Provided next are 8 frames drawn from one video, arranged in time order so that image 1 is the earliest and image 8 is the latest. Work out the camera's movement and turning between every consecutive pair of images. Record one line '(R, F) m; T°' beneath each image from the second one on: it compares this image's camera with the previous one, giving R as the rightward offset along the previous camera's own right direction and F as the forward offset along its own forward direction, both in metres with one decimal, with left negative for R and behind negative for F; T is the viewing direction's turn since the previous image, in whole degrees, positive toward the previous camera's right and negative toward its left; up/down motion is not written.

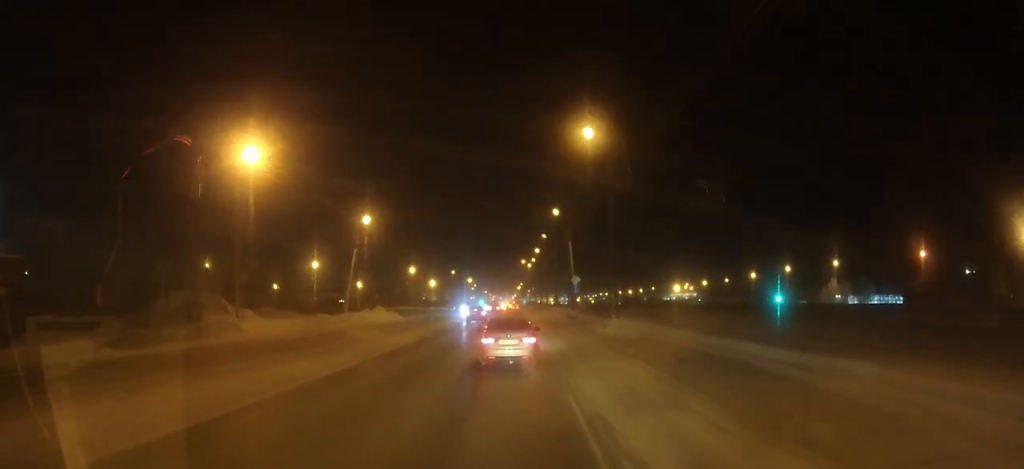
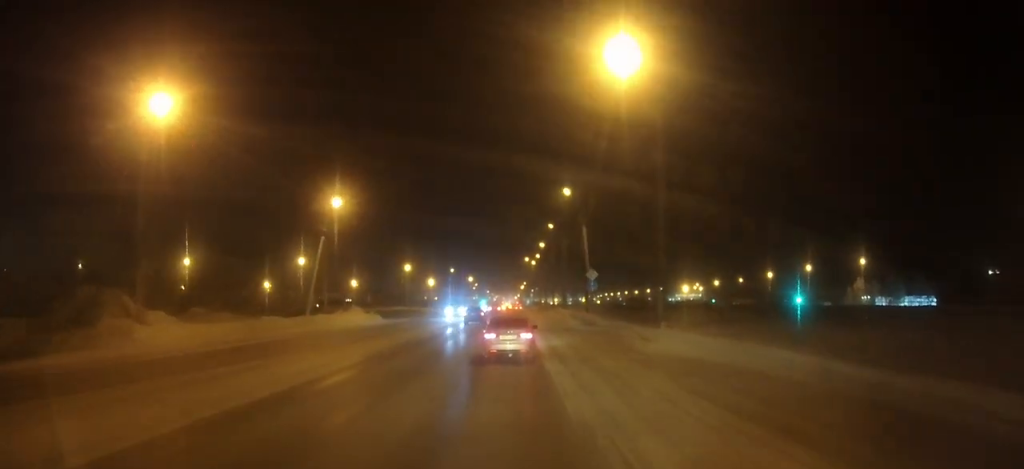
(-0.1, +11.3) m; -1°
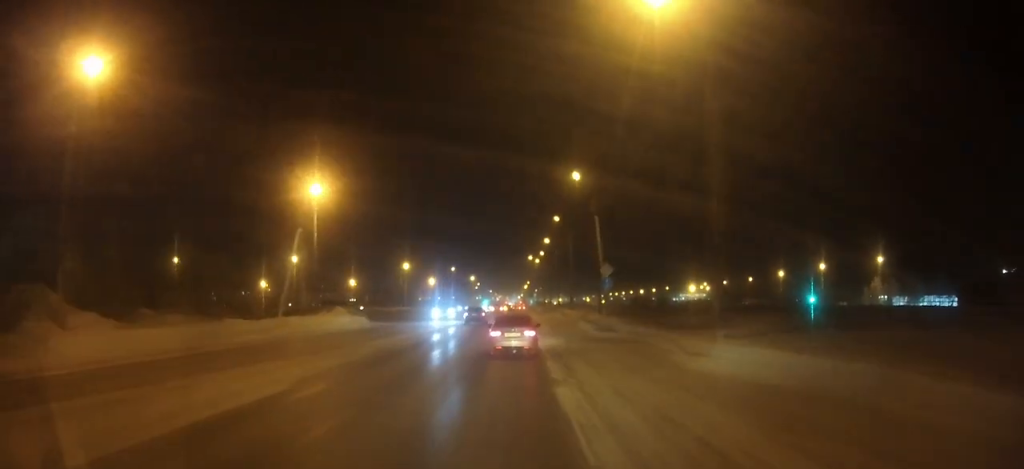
(0.0, +6.3) m; 0°
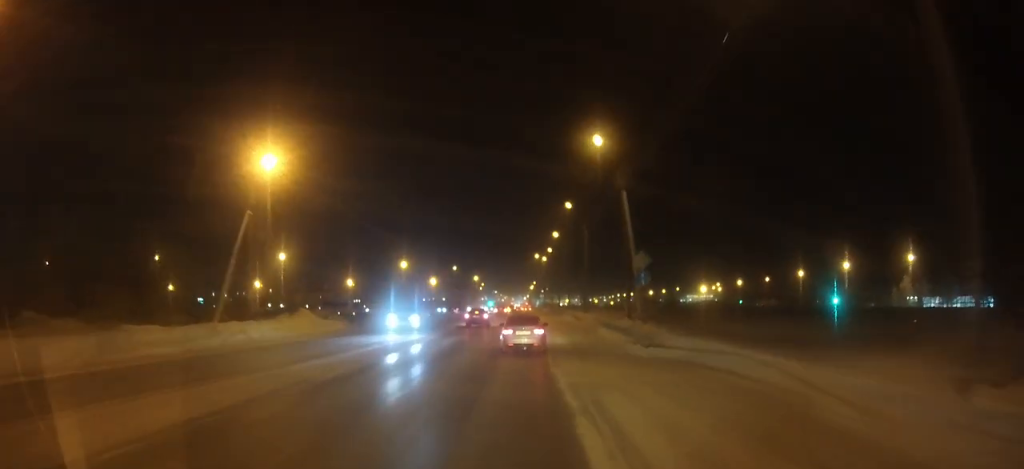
(0.0, +10.0) m; 0°
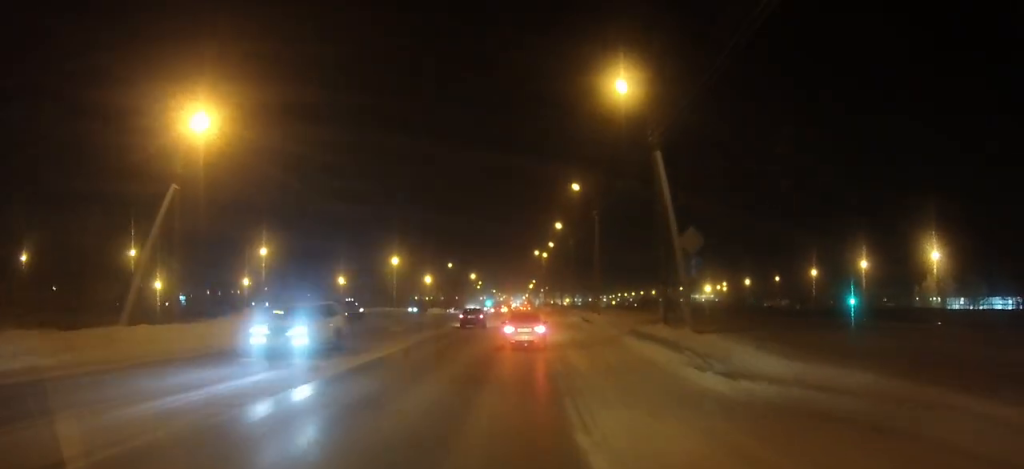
(0.0, +8.8) m; 0°
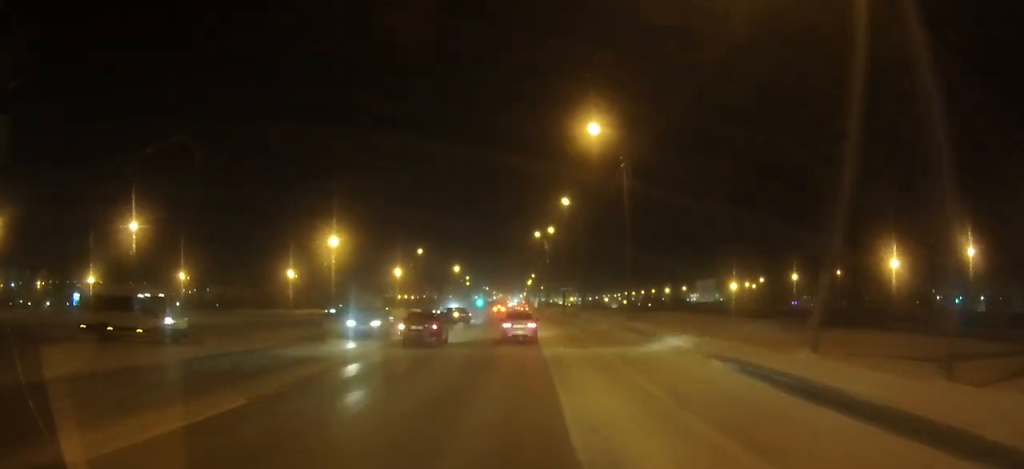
(+0.1, +41.0) m; 0°
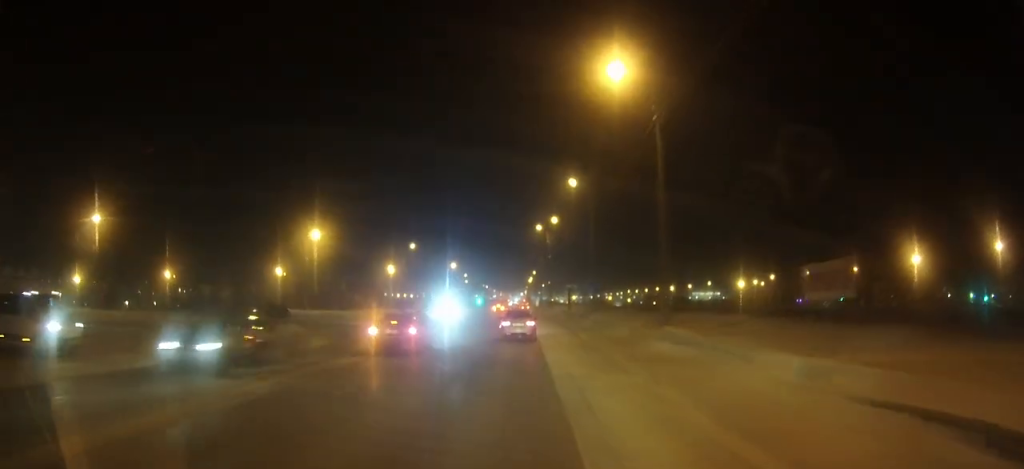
(0.0, +8.2) m; 0°
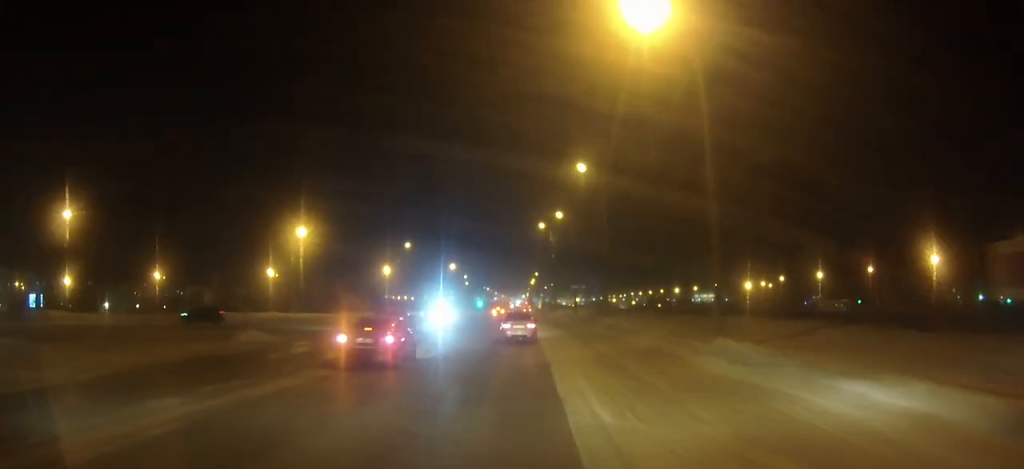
(0.0, +6.1) m; 0°
